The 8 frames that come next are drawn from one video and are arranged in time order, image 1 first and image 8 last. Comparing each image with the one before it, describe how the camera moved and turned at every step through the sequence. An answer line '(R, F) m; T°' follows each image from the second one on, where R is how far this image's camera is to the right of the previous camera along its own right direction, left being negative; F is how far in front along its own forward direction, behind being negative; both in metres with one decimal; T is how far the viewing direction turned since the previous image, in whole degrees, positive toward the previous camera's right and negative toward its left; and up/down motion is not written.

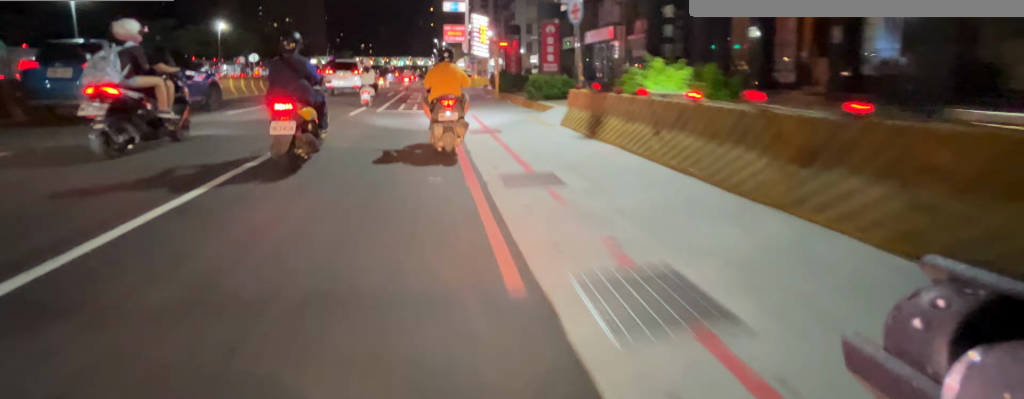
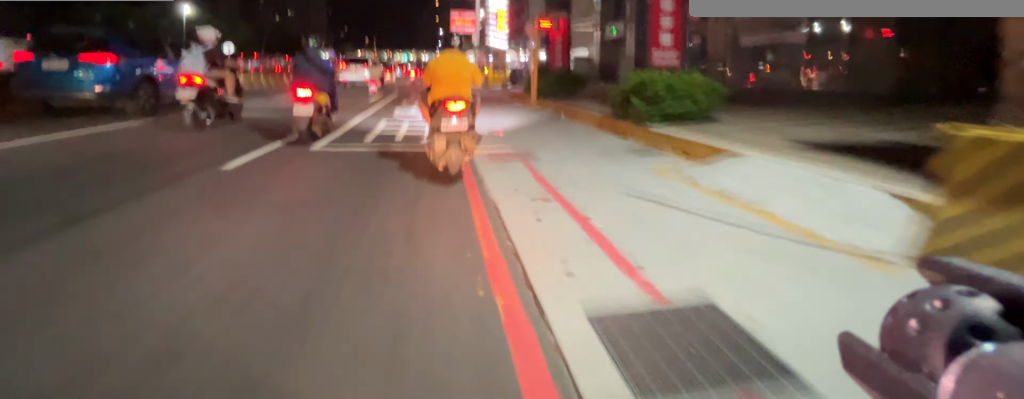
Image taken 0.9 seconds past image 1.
(0.0, +5.3) m; +1°
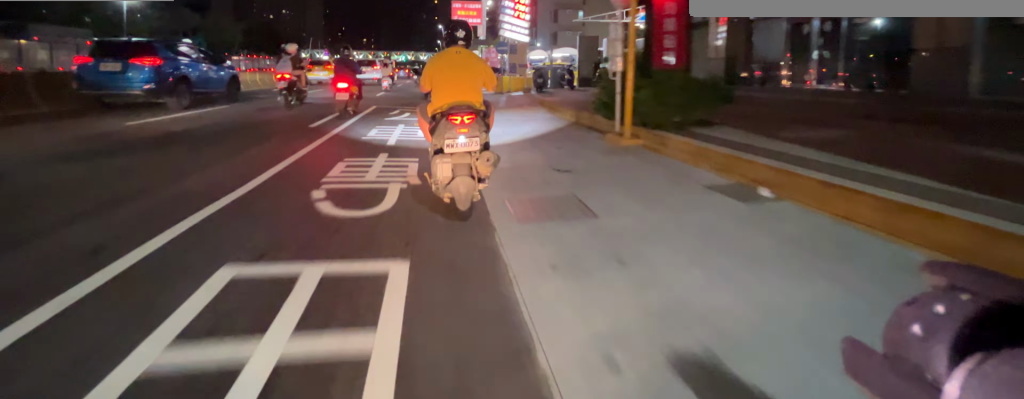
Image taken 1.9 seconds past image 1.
(+0.1, +5.0) m; +6°
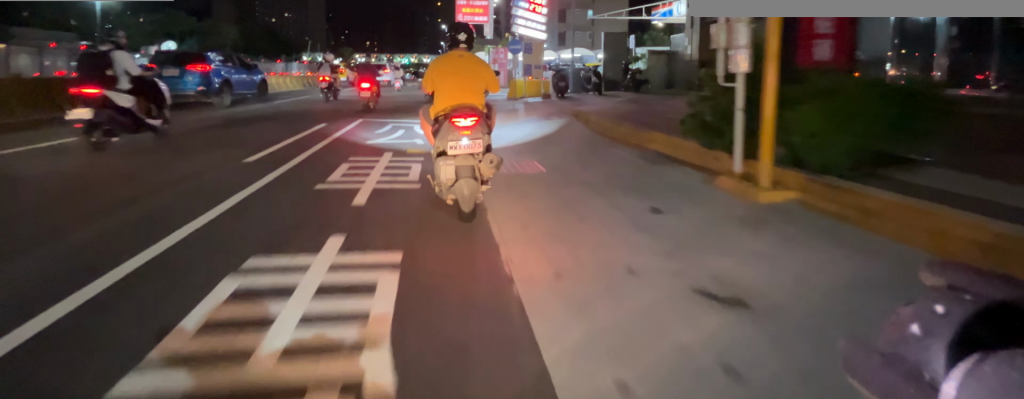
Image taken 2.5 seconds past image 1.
(-0.1, +2.4) m; +7°
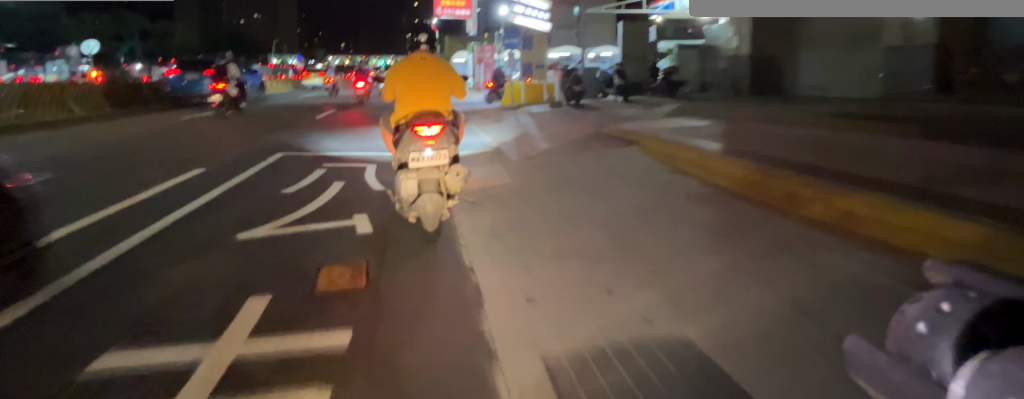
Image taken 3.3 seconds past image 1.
(+0.5, +3.3) m; +8°
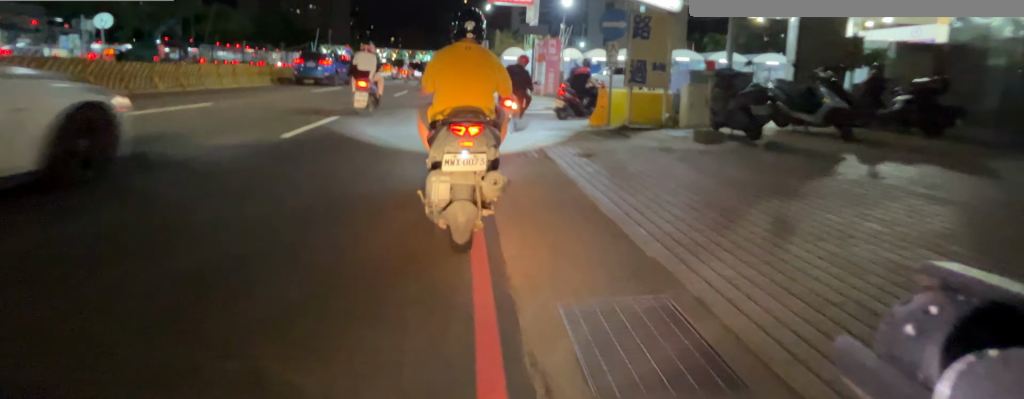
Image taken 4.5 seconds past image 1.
(+0.2, +4.9) m; +3°
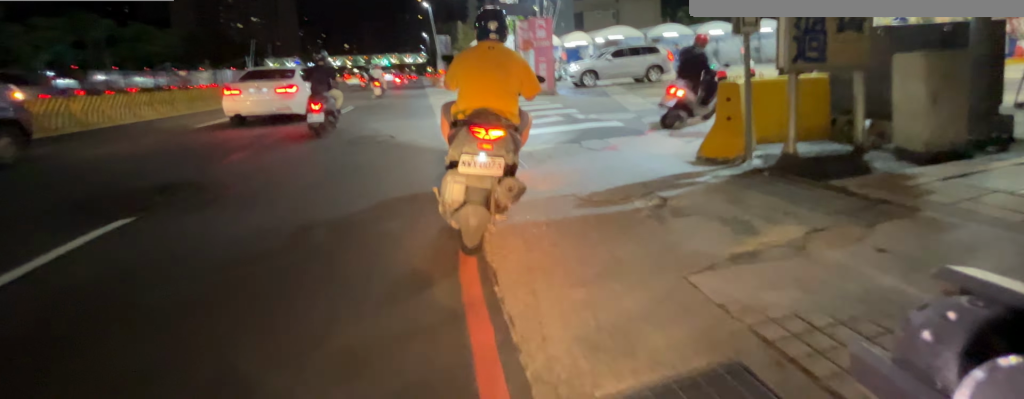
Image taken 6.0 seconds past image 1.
(+0.3, +5.3) m; +7°
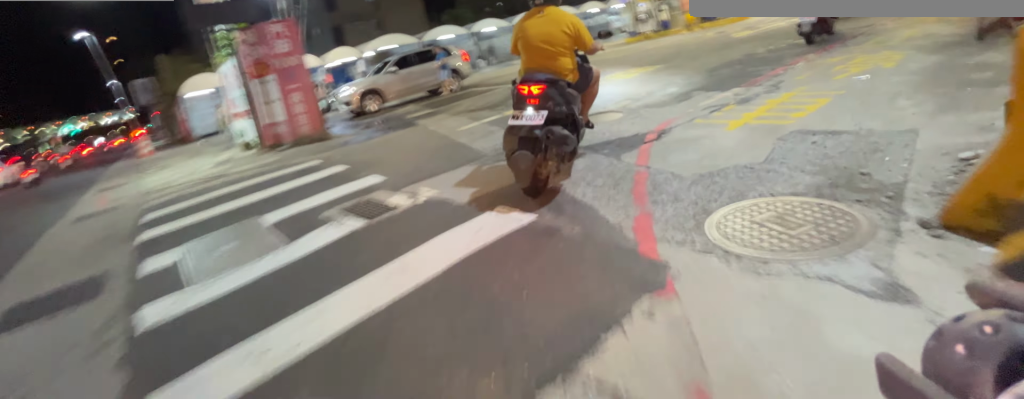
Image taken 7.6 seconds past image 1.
(+0.4, +5.9) m; +8°
